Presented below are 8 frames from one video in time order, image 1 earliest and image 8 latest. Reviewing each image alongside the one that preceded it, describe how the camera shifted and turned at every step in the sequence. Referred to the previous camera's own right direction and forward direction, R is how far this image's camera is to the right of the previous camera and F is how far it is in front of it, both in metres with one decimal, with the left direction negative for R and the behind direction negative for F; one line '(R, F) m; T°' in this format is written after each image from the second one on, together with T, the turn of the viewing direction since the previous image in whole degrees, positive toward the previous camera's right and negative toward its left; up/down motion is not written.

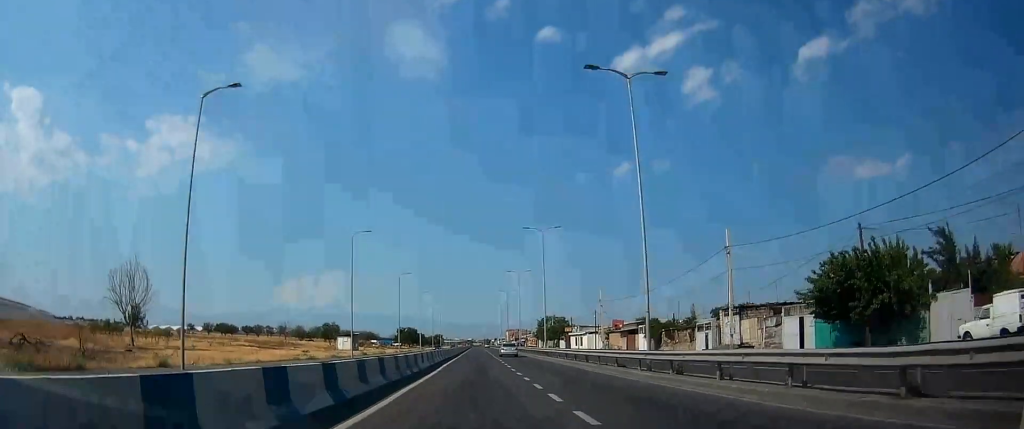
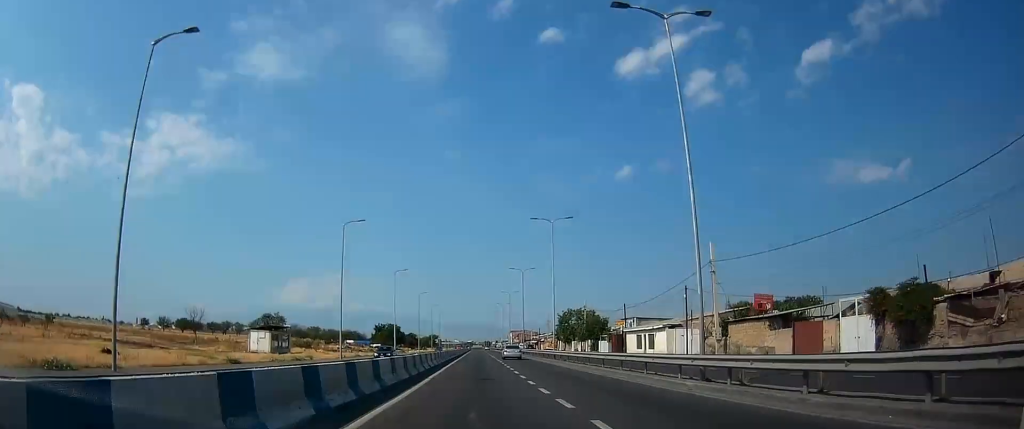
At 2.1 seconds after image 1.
(+0.3, +39.6) m; 0°
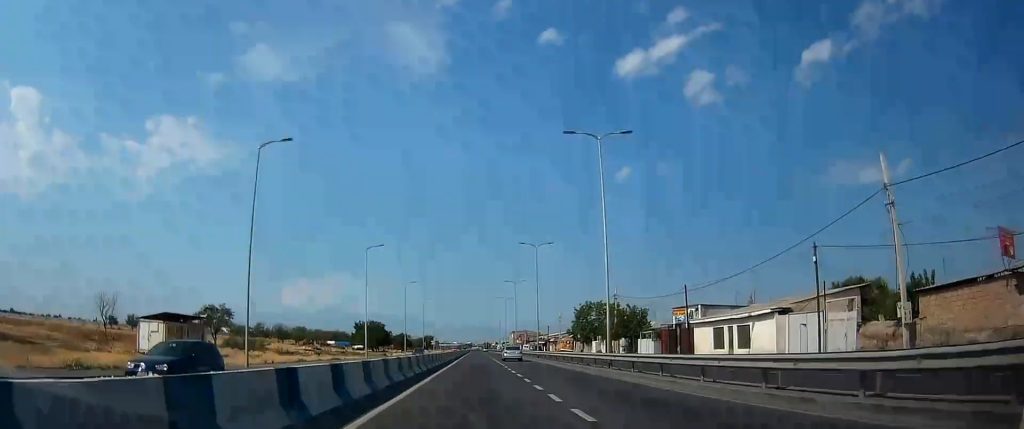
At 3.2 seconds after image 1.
(-0.4, +21.4) m; 0°
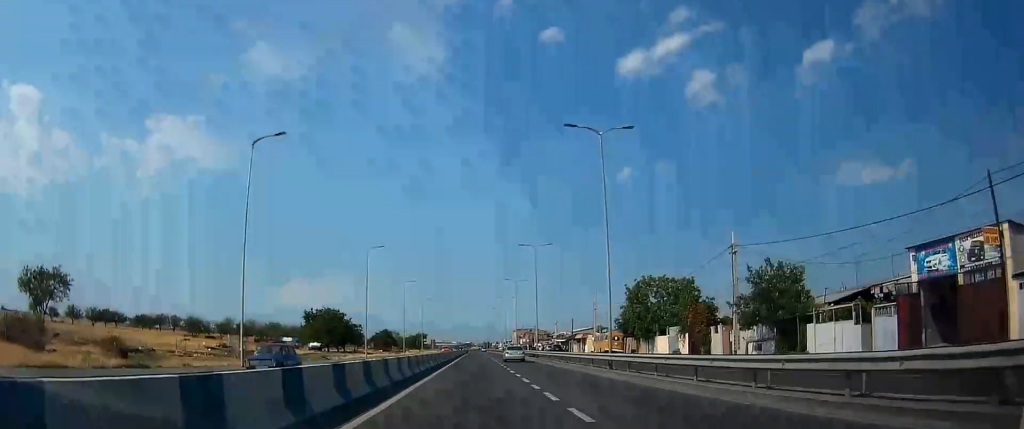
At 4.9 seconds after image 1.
(+0.5, +35.5) m; +1°
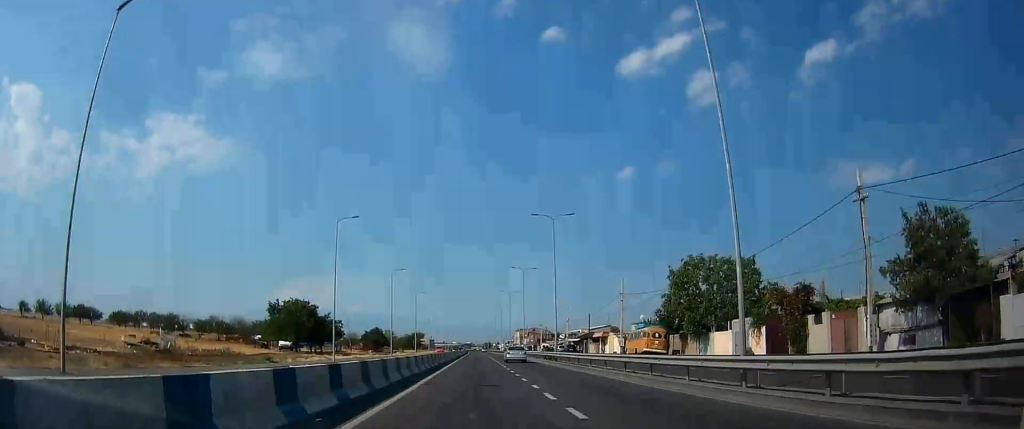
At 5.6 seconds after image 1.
(+0.1, +15.2) m; 0°
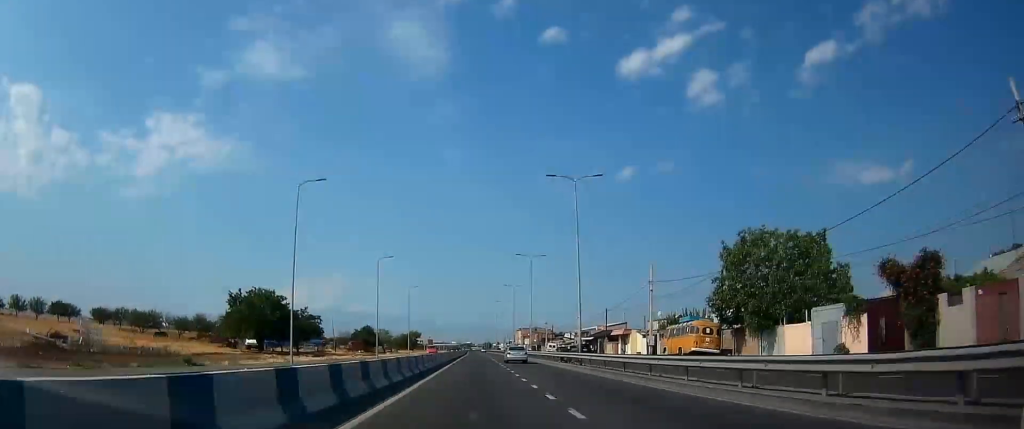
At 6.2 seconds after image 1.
(+0.4, +11.8) m; 0°
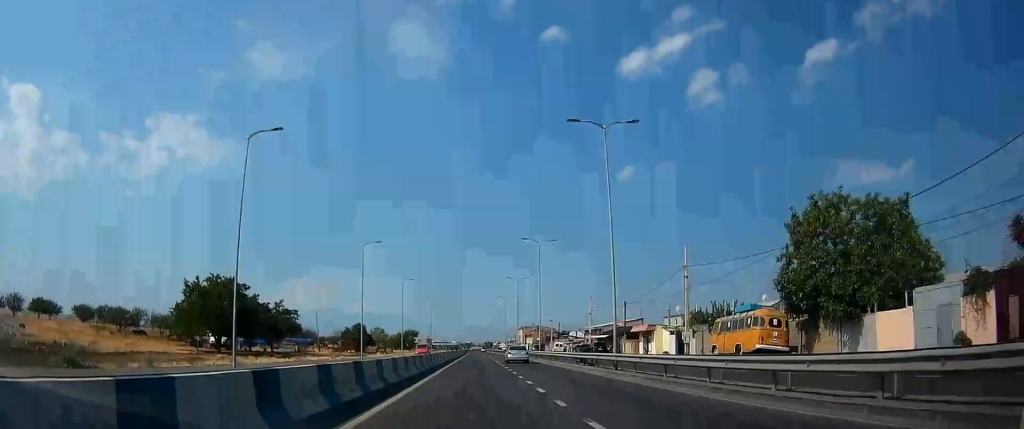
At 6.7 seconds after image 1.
(-0.2, +9.8) m; -1°
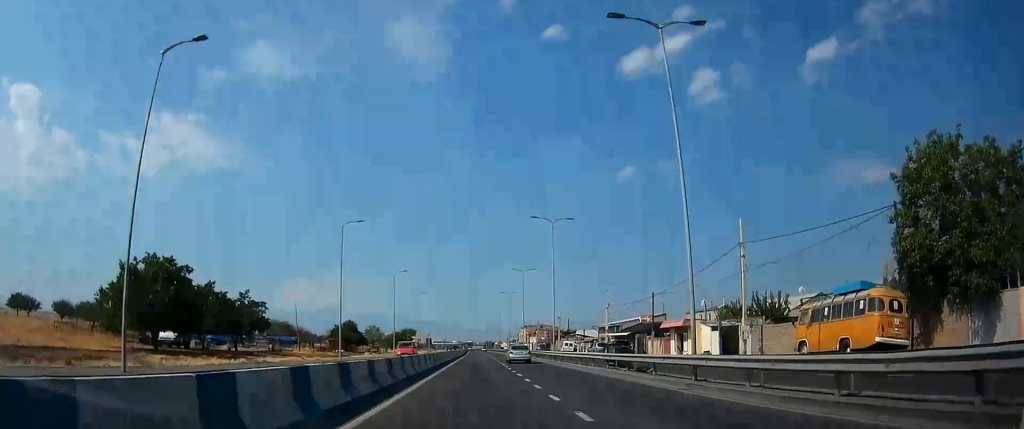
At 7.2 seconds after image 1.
(-0.1, +10.6) m; -1°
